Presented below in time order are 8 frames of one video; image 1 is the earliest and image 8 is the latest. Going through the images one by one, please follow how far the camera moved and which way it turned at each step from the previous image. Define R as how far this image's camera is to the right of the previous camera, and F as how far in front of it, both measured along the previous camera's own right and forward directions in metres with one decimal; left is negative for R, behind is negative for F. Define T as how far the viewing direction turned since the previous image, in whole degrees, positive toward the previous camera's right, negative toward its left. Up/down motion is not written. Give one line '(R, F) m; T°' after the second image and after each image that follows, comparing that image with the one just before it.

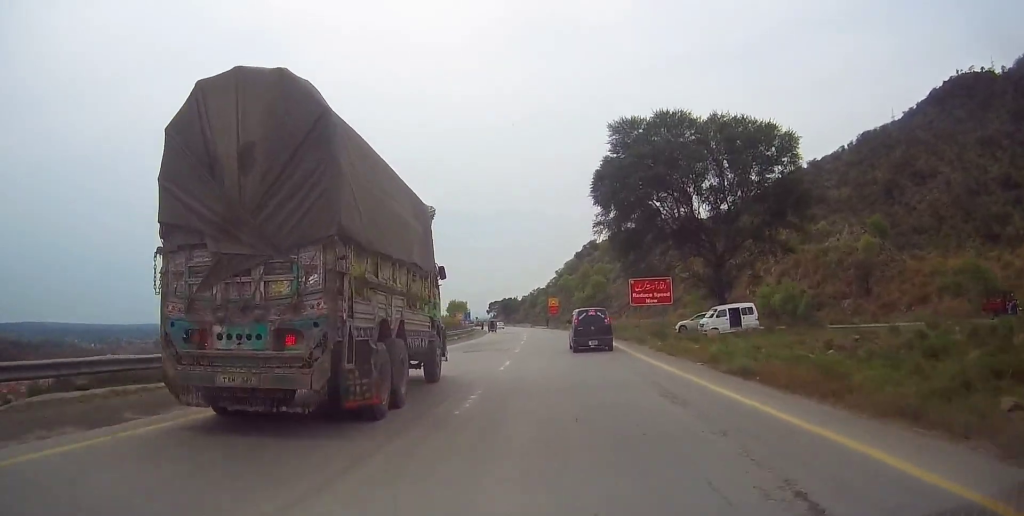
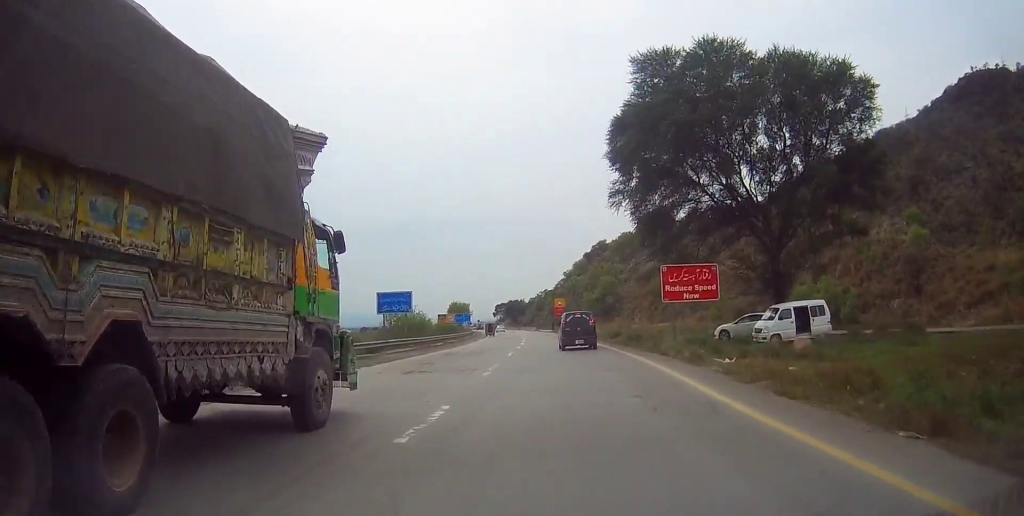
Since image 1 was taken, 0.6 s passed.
(-0.2, +10.8) m; -1°
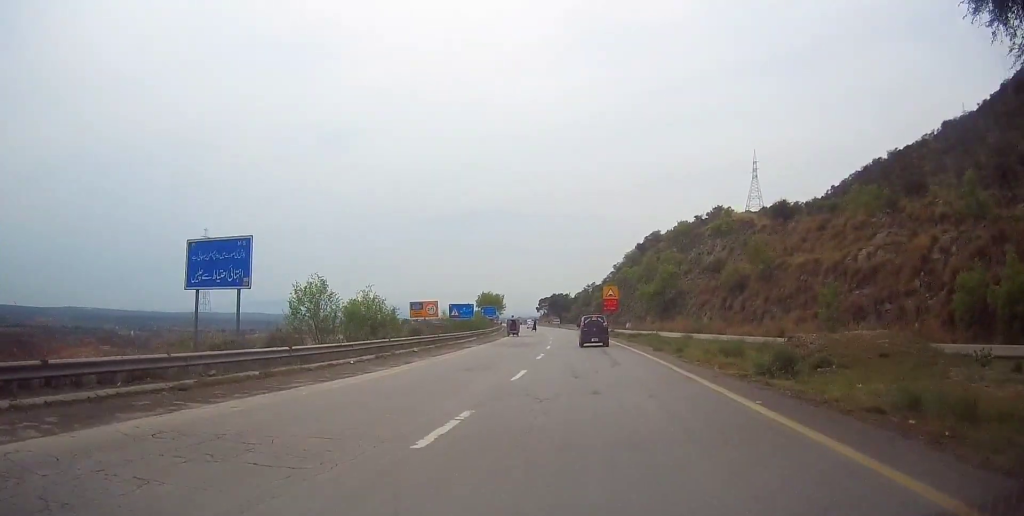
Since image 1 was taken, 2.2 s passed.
(-0.8, +27.4) m; -3°
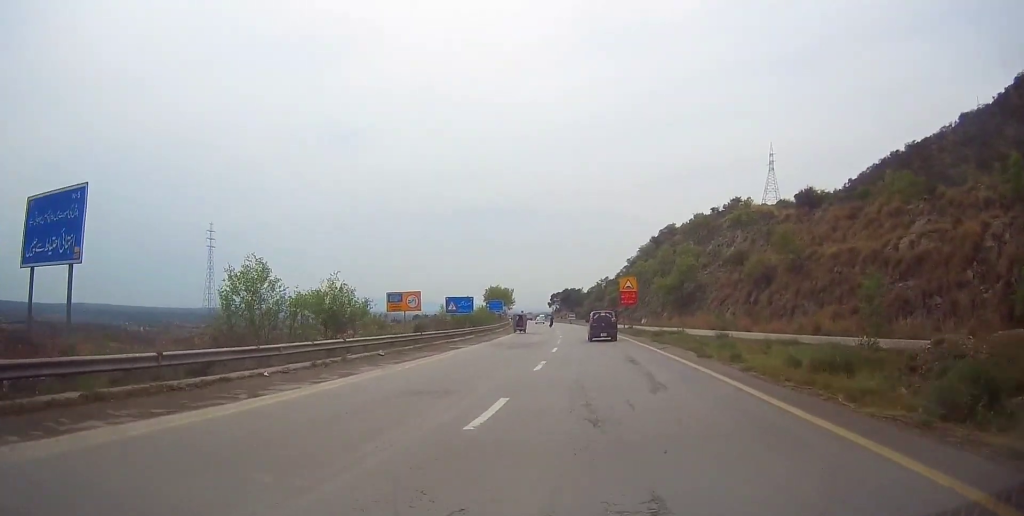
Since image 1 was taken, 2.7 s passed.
(-0.2, +7.6) m; -1°
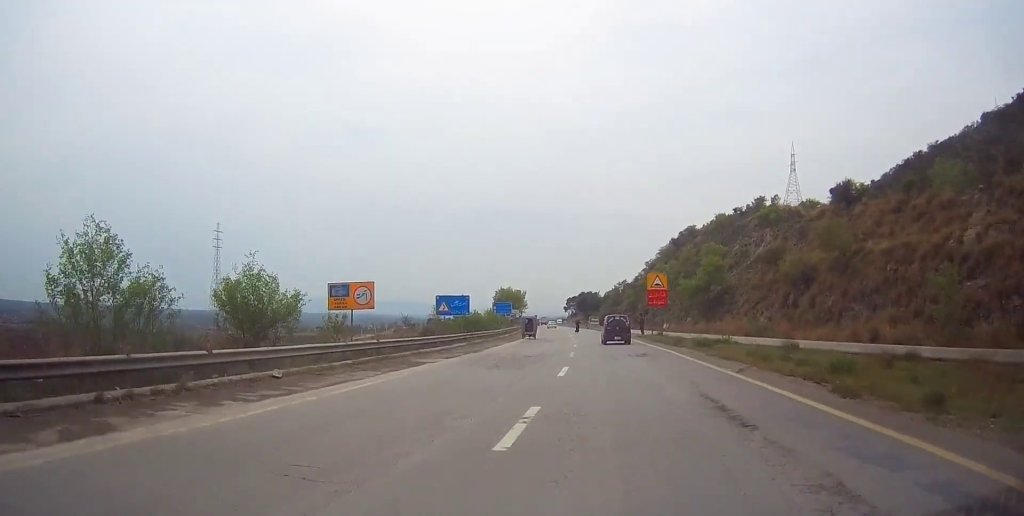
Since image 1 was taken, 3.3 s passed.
(0.0, +10.4) m; 0°
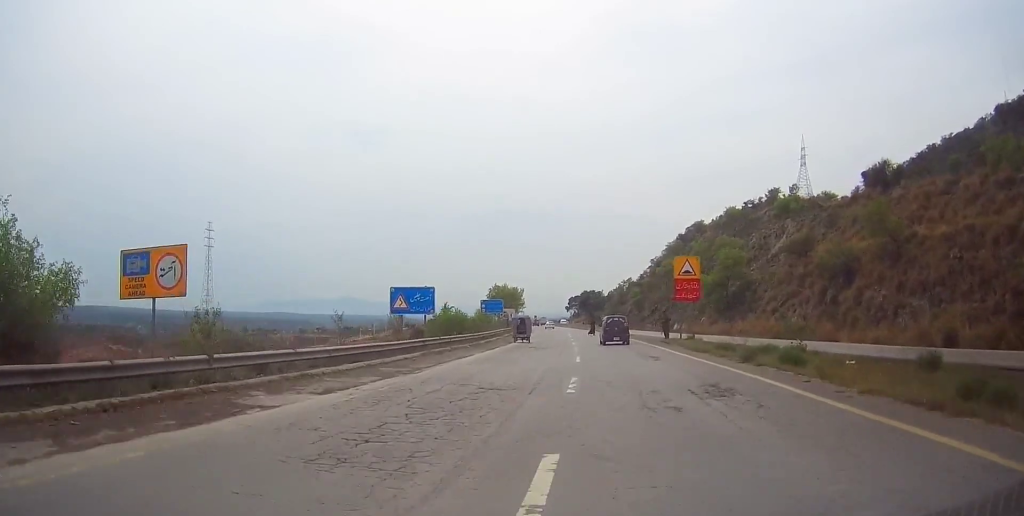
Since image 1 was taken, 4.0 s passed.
(+0.1, +12.5) m; -1°
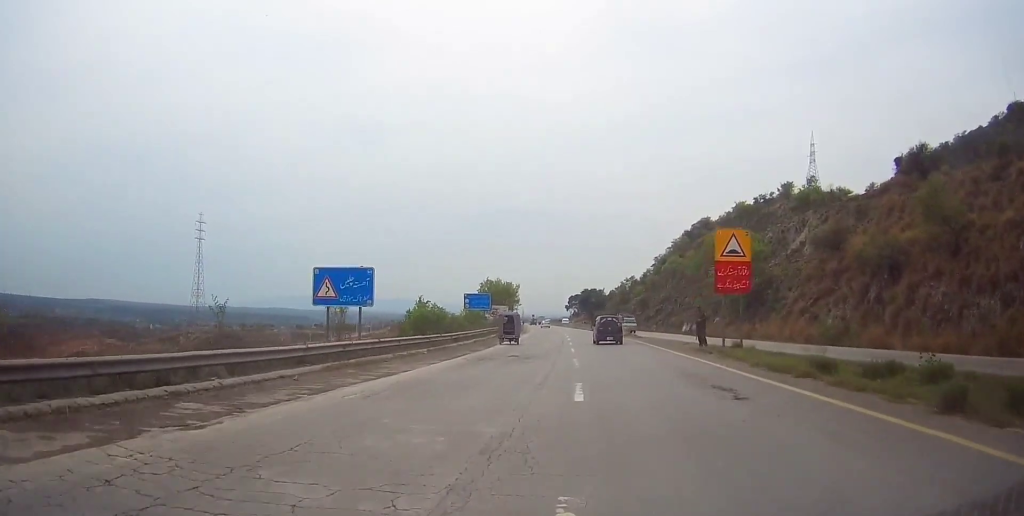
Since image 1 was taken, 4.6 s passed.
(-0.2, +11.1) m; -1°
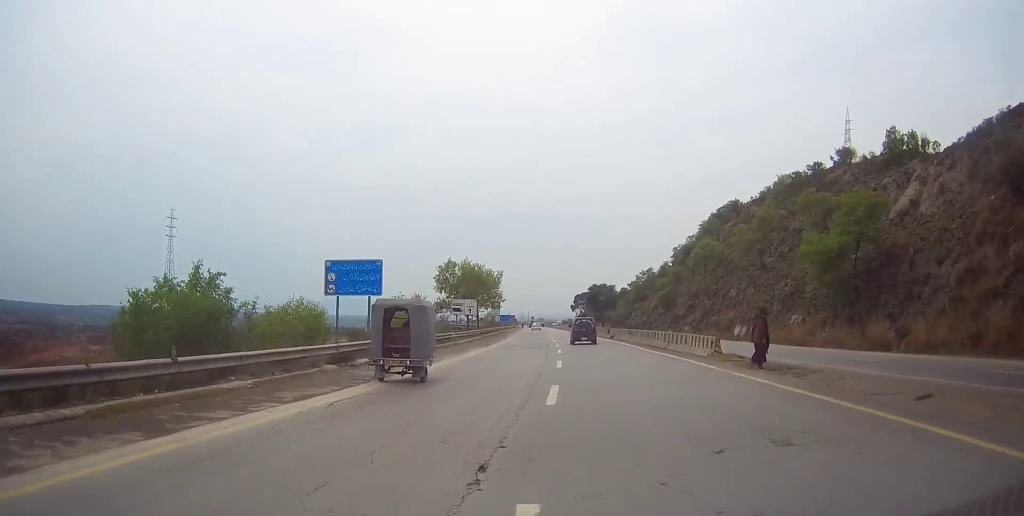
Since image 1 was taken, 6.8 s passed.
(+0.4, +35.7) m; +1°
